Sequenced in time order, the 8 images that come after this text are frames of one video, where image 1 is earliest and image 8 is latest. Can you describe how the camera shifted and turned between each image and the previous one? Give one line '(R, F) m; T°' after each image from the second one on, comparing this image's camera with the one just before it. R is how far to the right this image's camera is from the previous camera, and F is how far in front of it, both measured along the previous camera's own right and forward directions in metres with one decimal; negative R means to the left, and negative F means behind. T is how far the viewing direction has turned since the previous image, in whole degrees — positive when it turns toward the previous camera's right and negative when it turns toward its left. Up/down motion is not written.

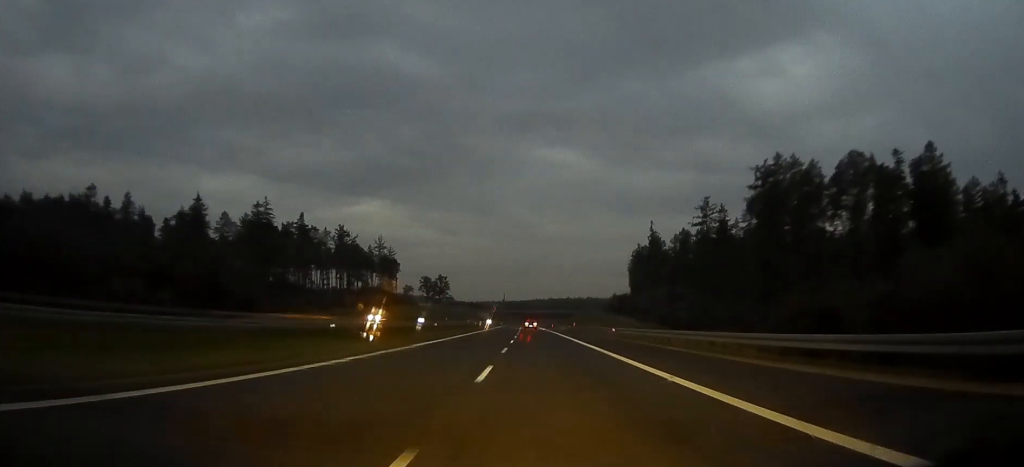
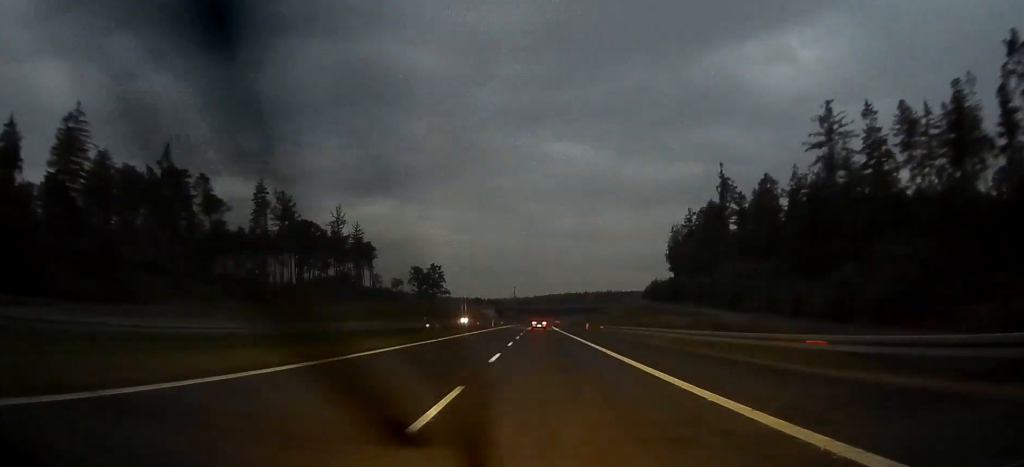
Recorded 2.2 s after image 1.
(-1.1, +90.1) m; -1°
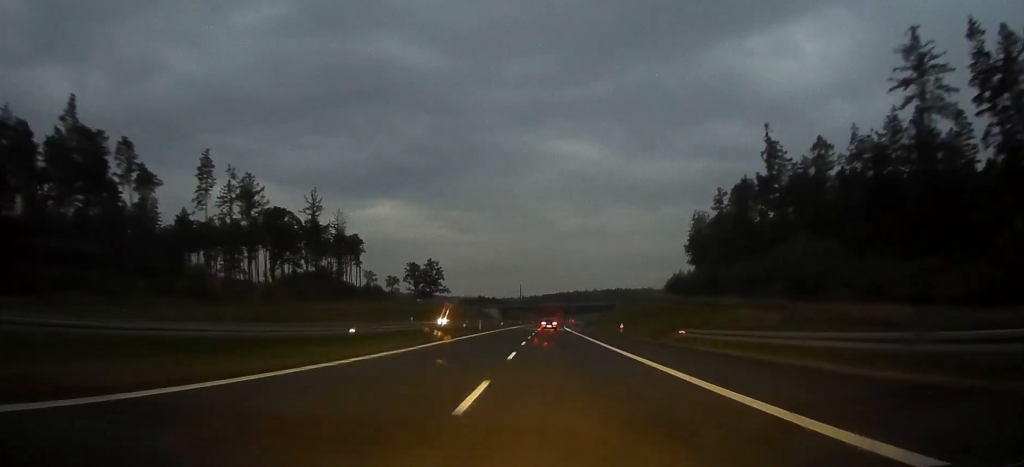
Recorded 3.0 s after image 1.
(-0.2, +34.6) m; 0°
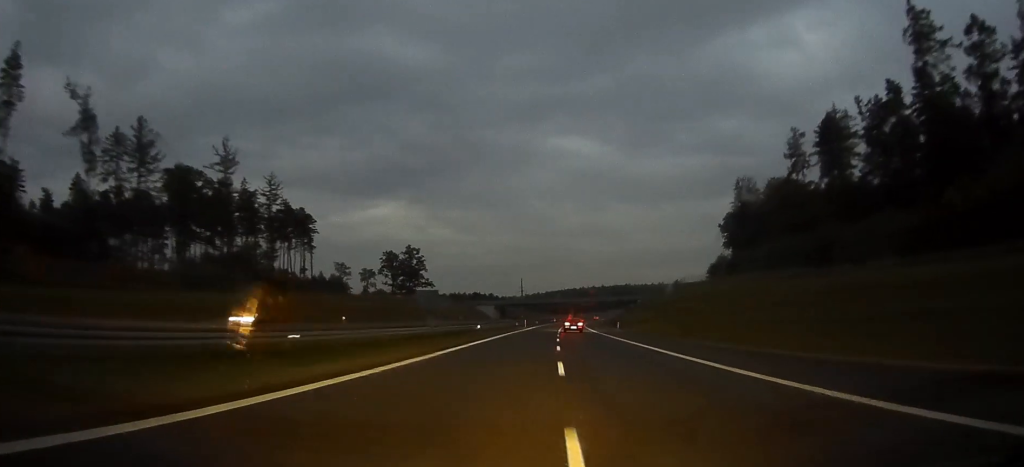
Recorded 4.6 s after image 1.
(-0.3, +66.3) m; 0°
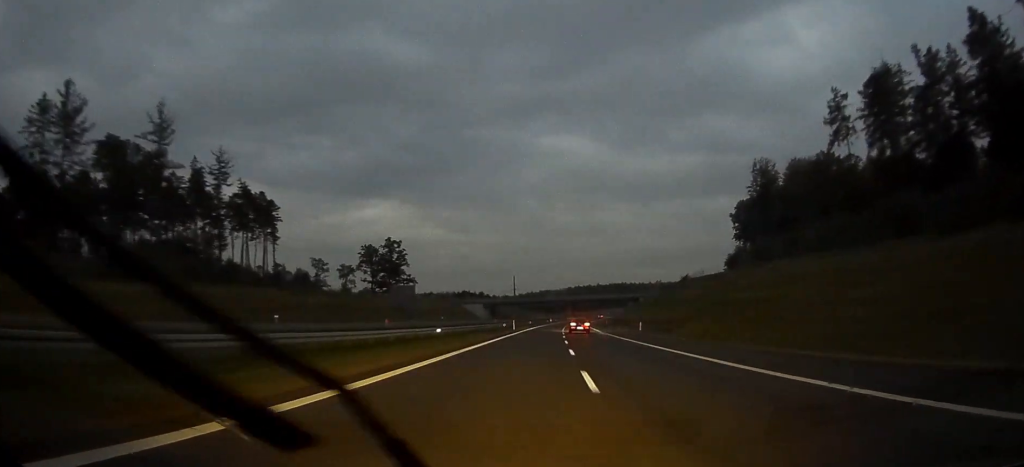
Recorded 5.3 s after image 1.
(0.0, +27.6) m; 0°
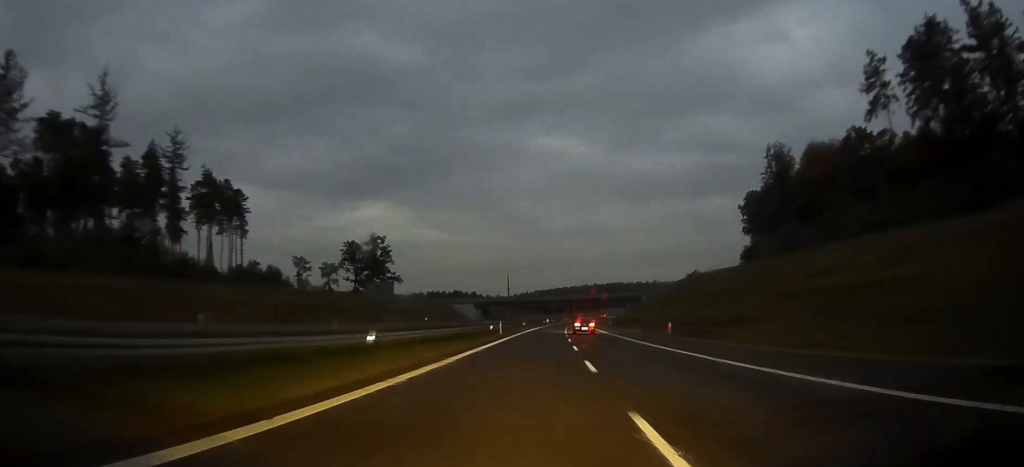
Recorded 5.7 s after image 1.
(+0.1, +19.3) m; 0°
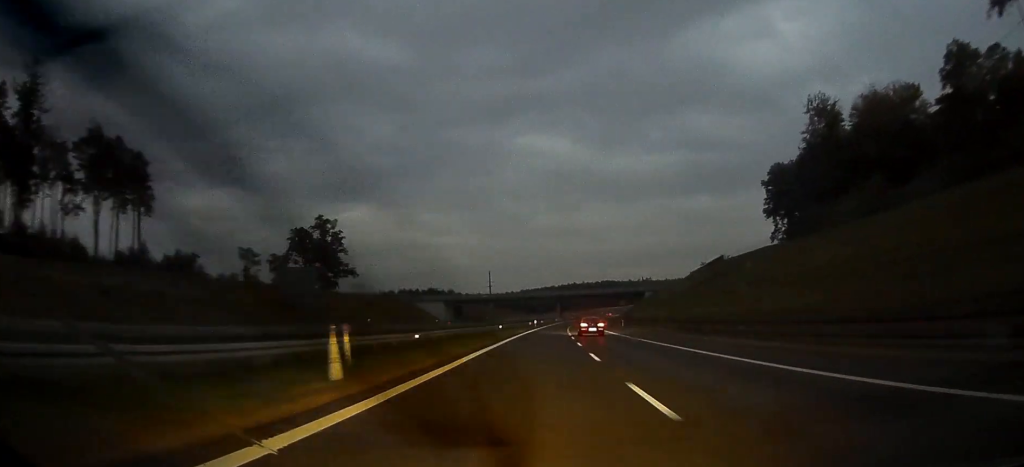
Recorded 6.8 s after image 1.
(+0.5, +44.0) m; +1°
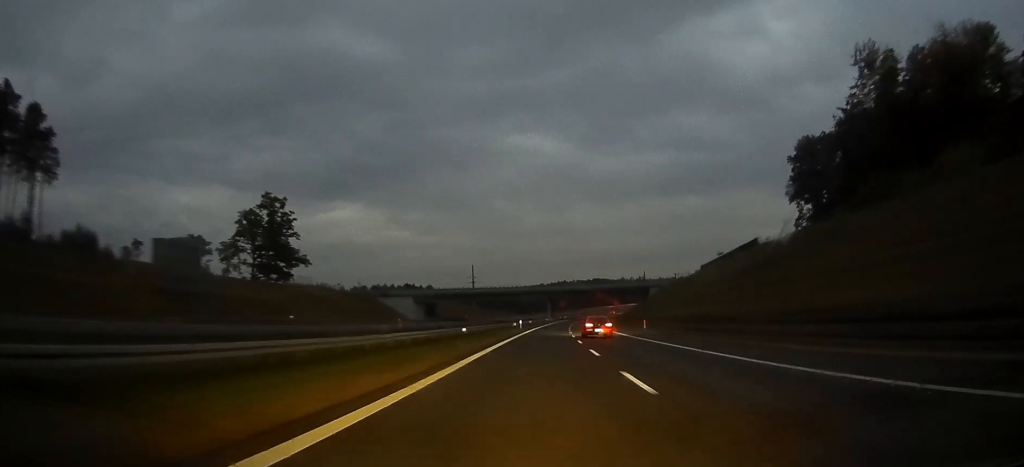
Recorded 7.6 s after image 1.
(+0.2, +33.0) m; +1°
